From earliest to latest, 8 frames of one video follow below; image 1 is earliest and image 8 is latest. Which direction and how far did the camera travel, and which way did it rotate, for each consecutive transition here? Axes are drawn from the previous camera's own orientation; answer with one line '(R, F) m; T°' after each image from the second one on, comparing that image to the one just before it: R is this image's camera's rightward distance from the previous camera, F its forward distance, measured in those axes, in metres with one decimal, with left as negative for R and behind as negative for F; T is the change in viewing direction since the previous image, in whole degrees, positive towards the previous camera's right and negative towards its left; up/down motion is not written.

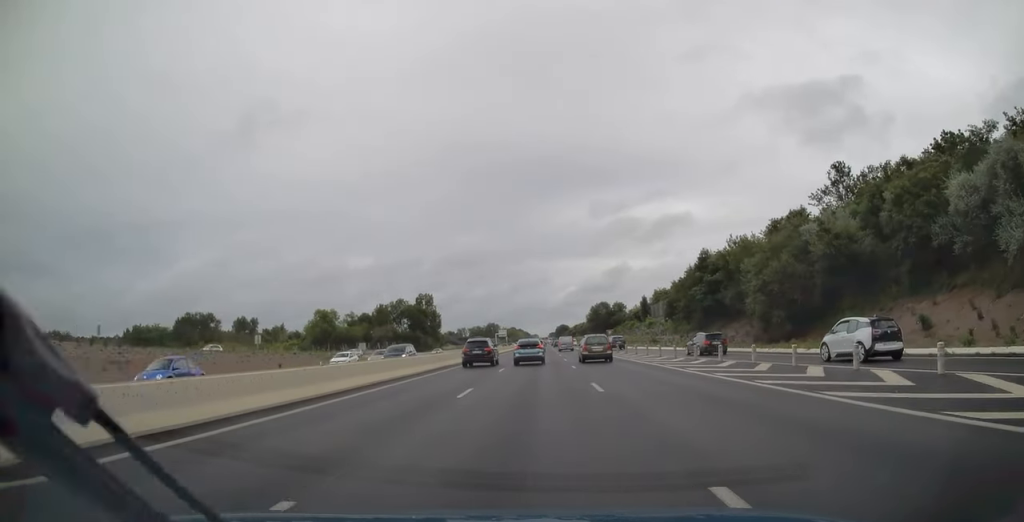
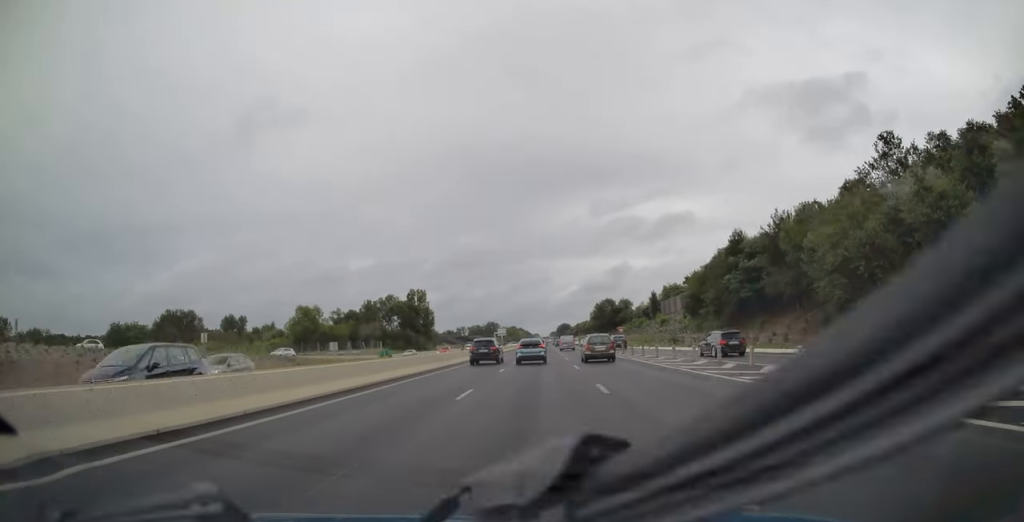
(+0.1, +13.6) m; +1°
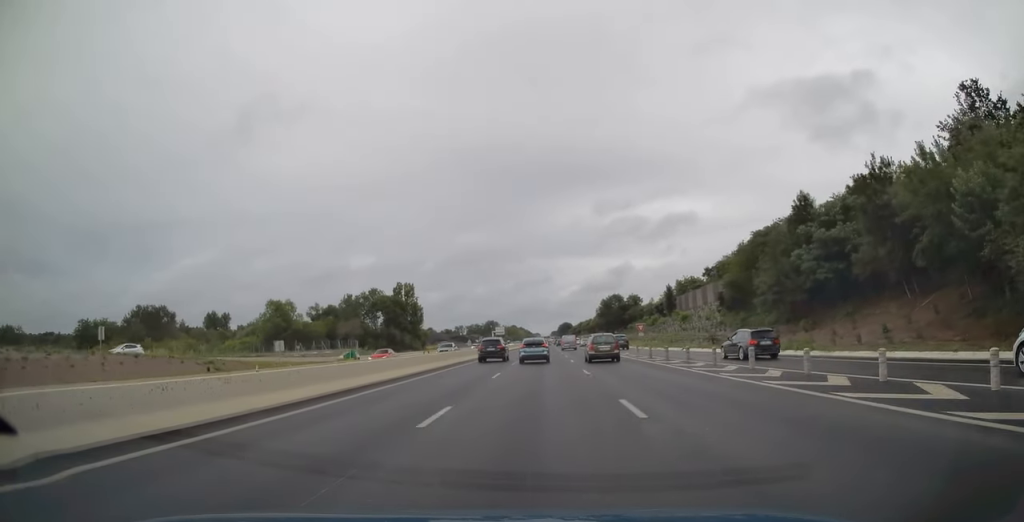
(+0.1, +17.7) m; +1°
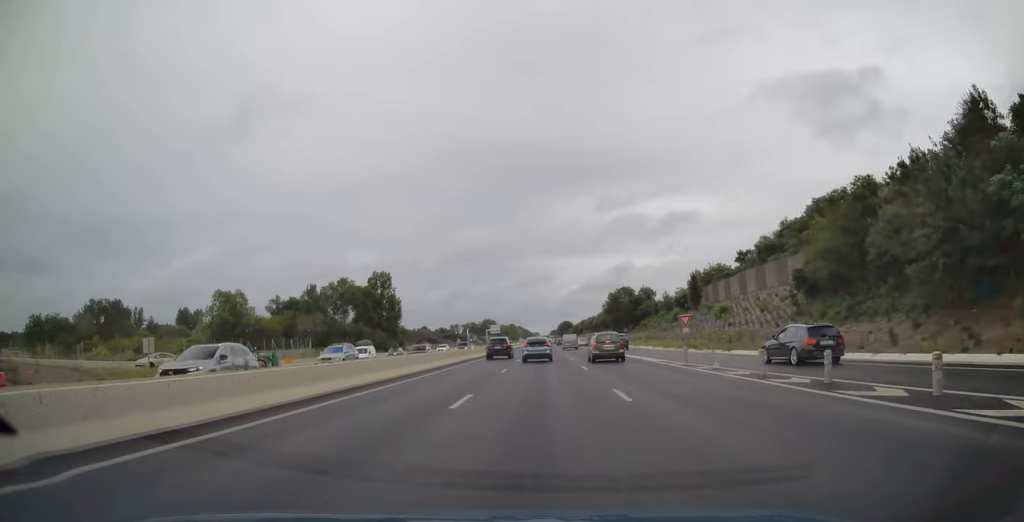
(+0.2, +23.2) m; 0°
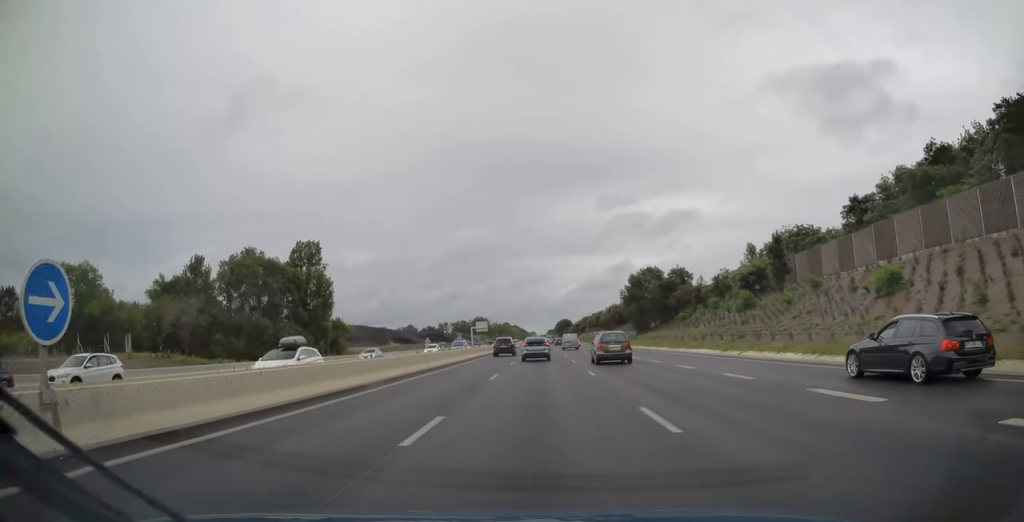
(-0.6, +43.5) m; -1°
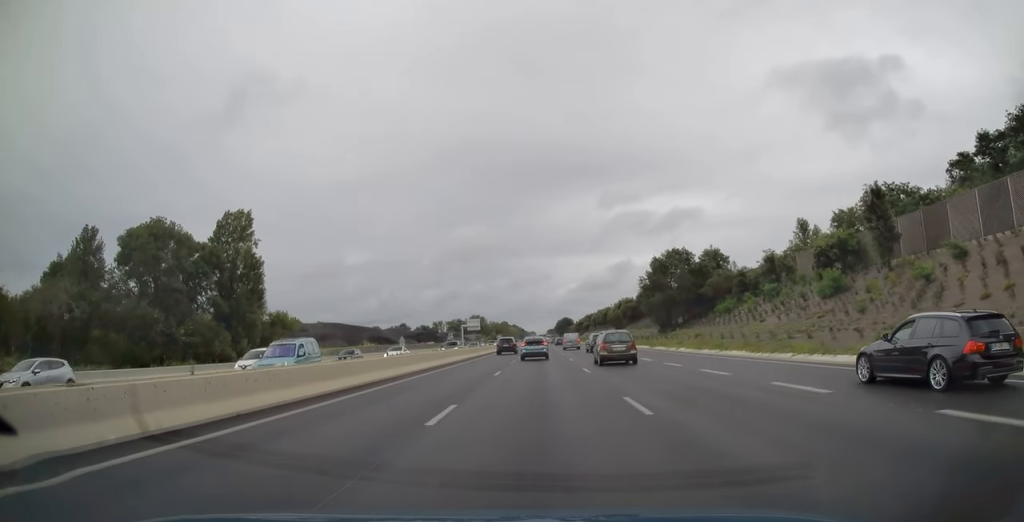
(0.0, +24.4) m; +1°
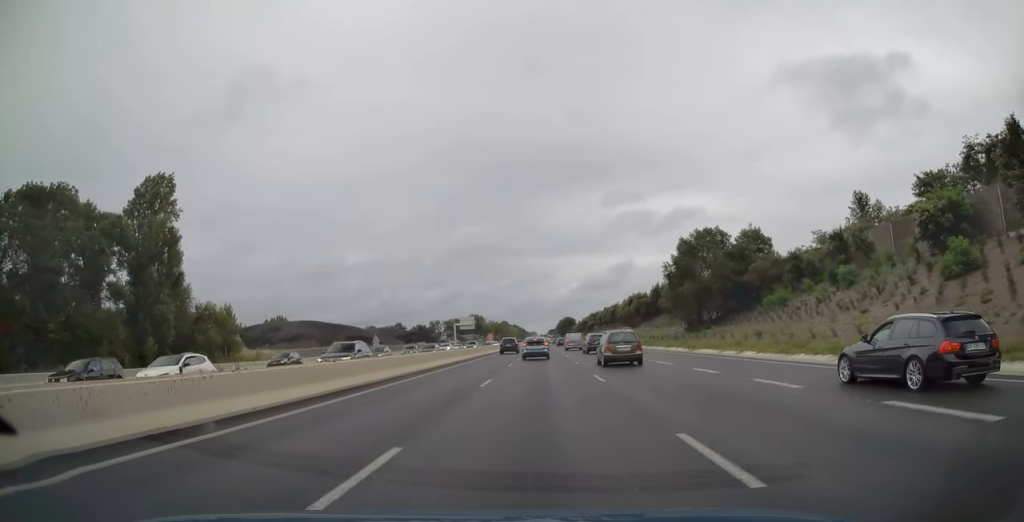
(+0.2, +18.1) m; 0°
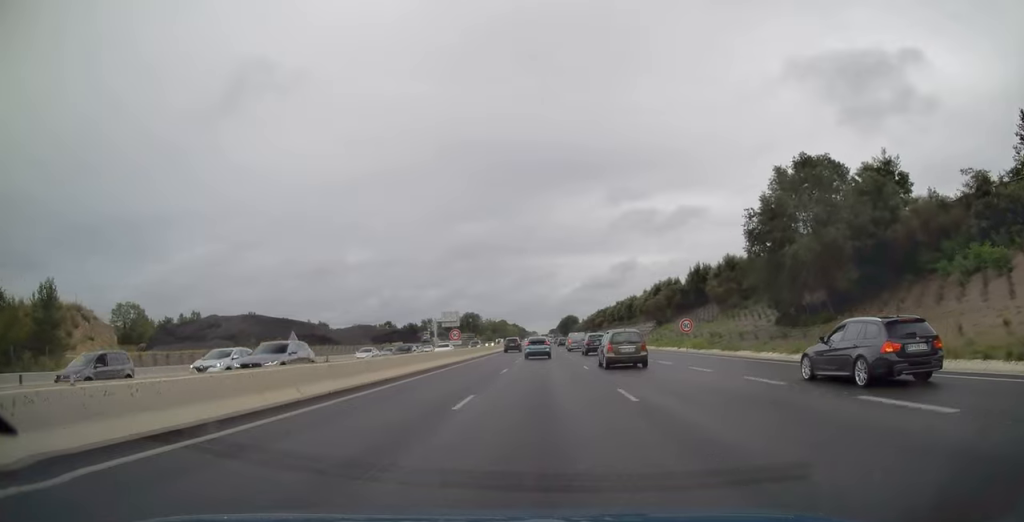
(0.0, +31.9) m; 0°
